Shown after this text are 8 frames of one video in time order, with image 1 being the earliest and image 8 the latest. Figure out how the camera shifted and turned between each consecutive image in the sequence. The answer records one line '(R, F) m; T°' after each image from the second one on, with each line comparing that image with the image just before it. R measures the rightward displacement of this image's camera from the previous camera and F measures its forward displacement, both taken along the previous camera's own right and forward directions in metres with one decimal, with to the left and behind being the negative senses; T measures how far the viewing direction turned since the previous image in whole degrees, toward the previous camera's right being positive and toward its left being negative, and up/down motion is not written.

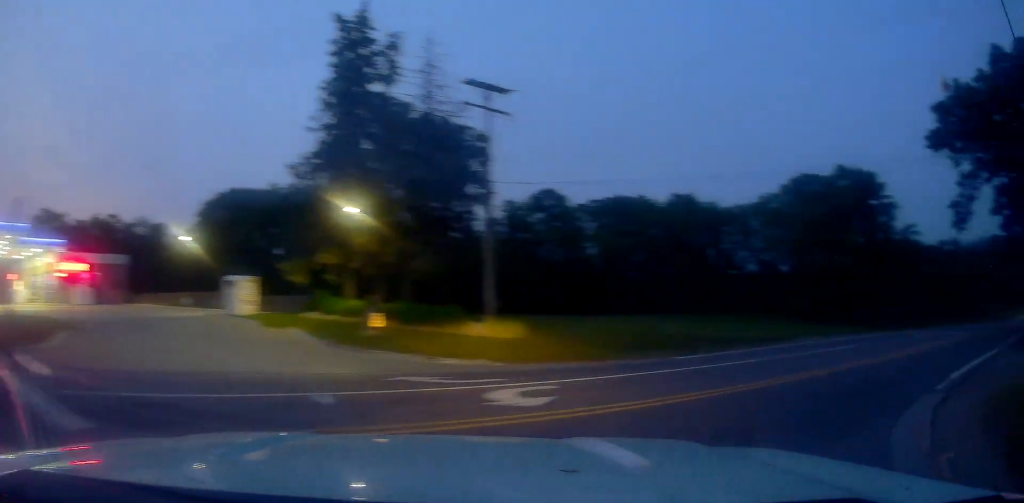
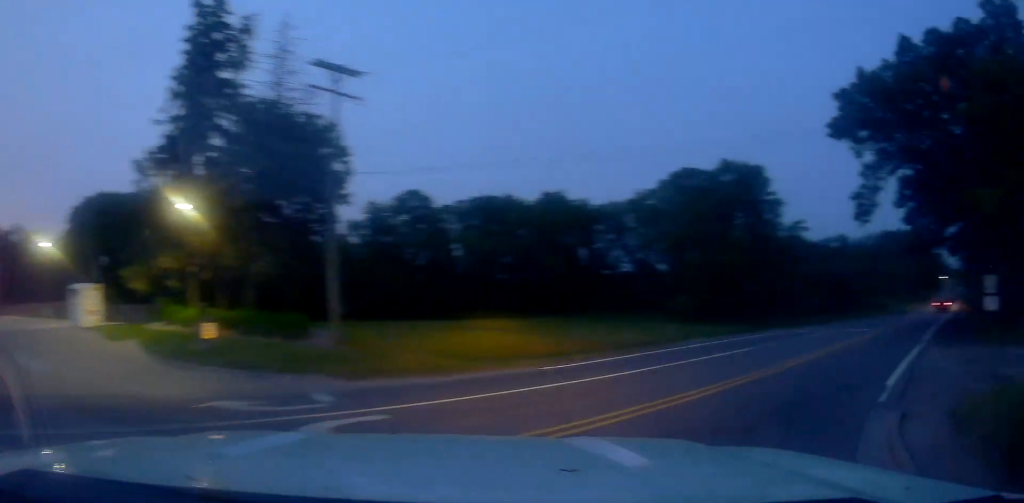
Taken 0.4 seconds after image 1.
(+0.2, +3.0) m; +11°
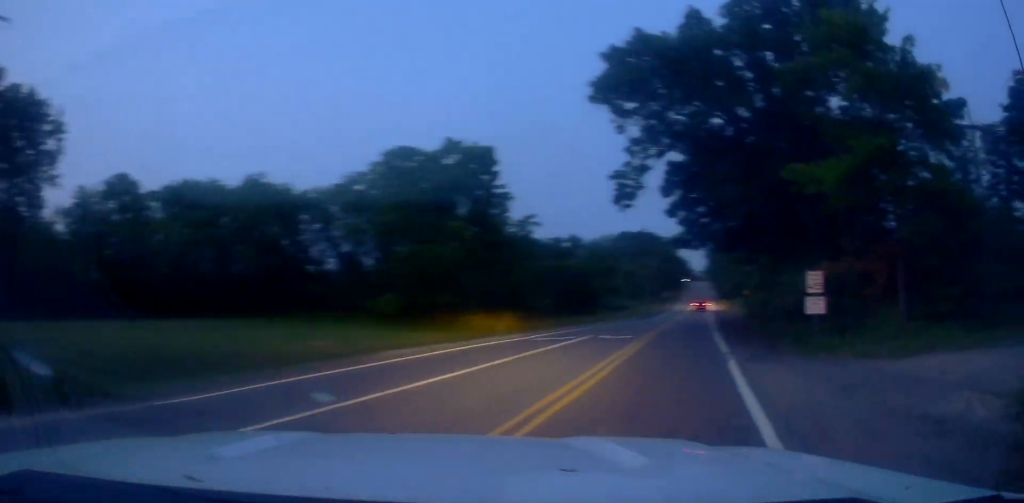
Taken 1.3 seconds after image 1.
(+0.7, +5.1) m; +26°
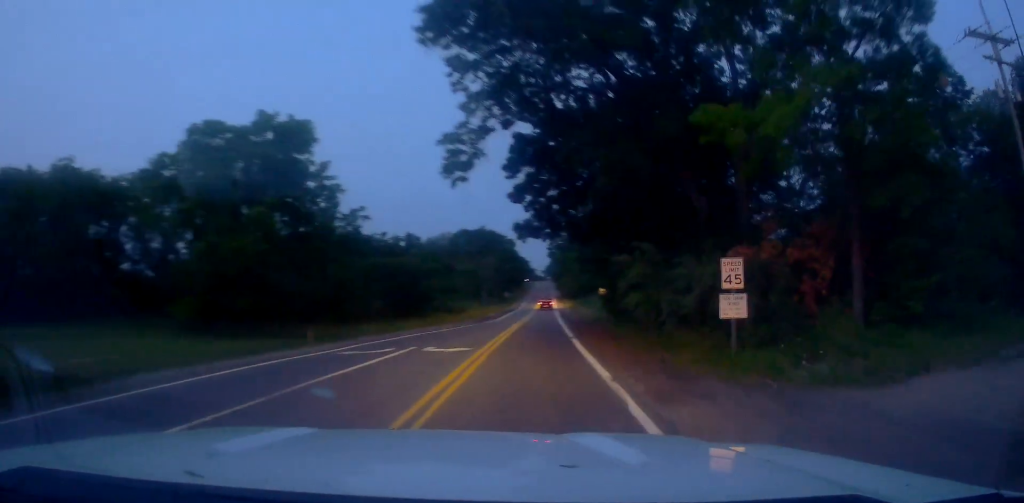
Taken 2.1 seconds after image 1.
(+1.3, +4.6) m; +18°
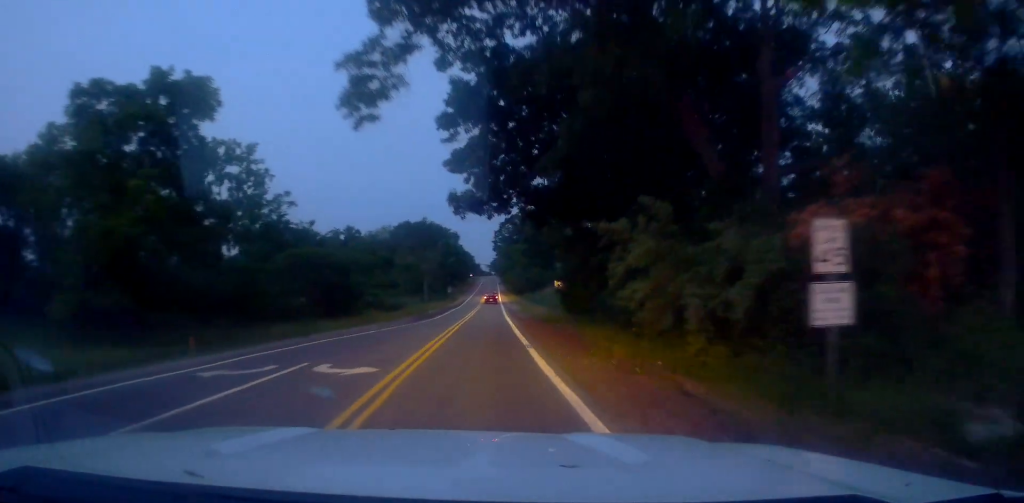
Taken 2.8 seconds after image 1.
(+0.6, +4.7) m; +15°
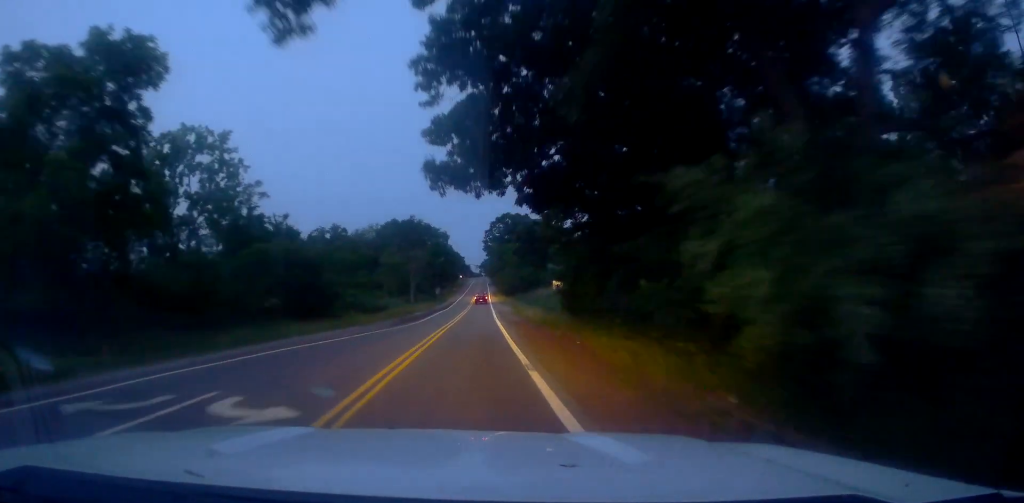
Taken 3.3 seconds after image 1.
(-0.2, +3.2) m; +10°
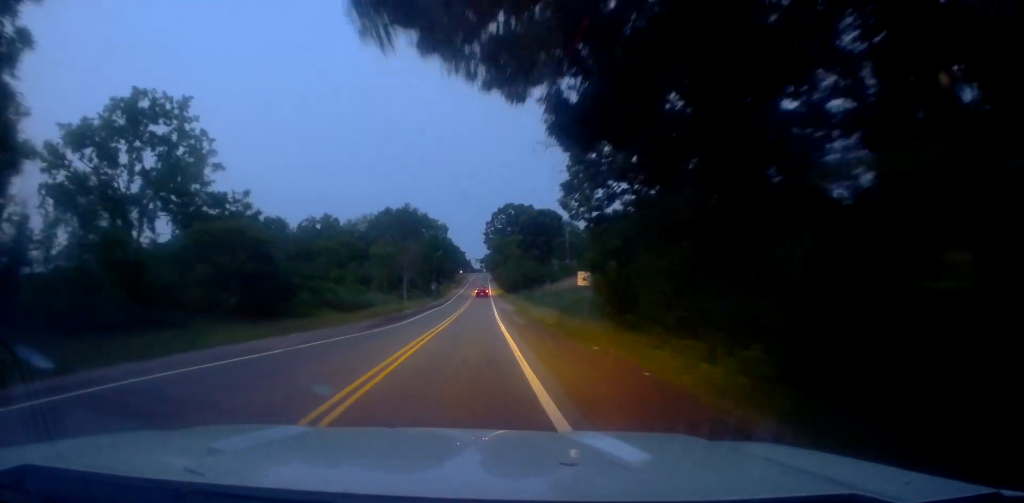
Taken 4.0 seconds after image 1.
(+1.2, +6.8) m; +12°
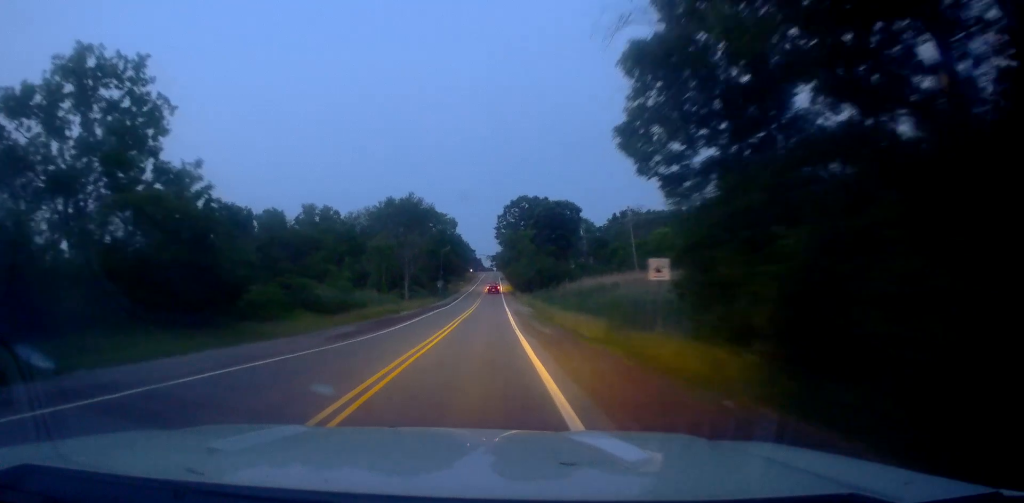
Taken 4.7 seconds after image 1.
(+0.6, +7.5) m; +4°
